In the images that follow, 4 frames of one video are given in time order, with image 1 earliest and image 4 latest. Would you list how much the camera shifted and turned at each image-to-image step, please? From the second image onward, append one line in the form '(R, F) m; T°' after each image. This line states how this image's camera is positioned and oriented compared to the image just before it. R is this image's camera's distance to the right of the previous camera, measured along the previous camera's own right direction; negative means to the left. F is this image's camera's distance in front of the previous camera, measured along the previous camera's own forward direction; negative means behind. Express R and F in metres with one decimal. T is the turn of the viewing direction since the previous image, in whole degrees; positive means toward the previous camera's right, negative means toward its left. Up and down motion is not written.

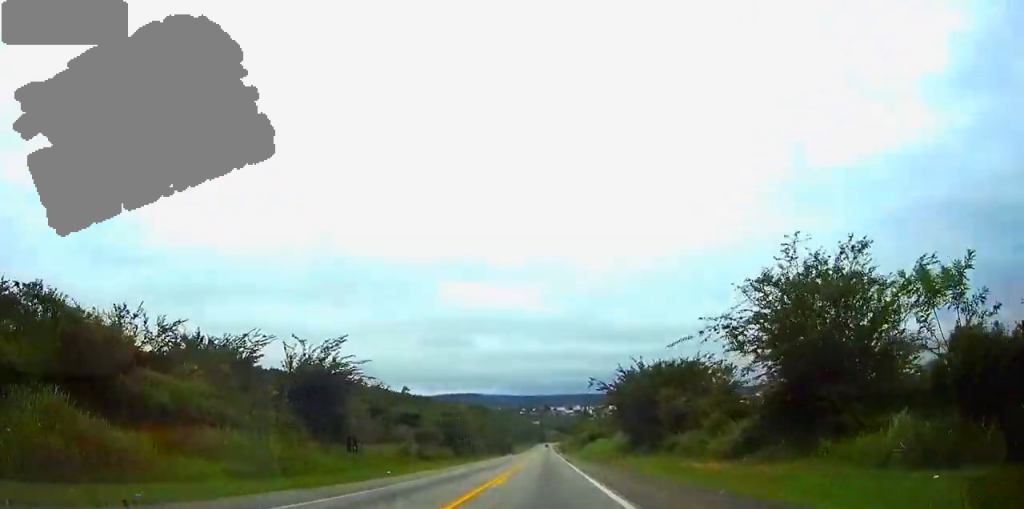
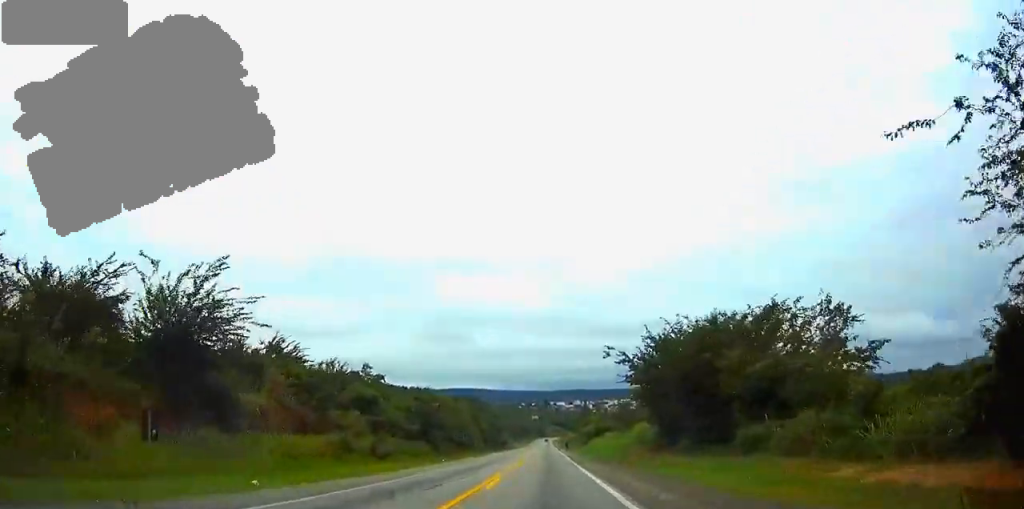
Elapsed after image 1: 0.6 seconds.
(0.0, +19.5) m; 0°
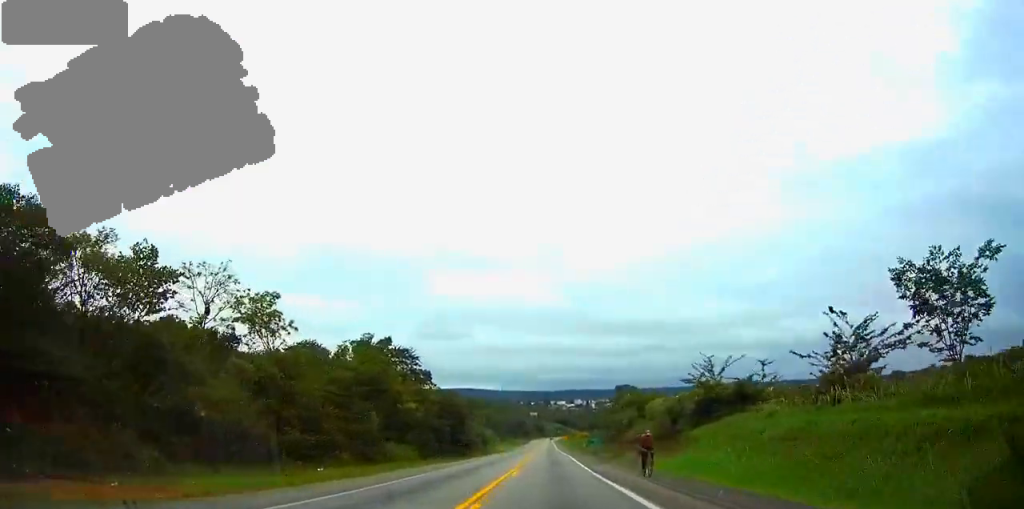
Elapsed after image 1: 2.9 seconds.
(0.0, +76.4) m; 0°
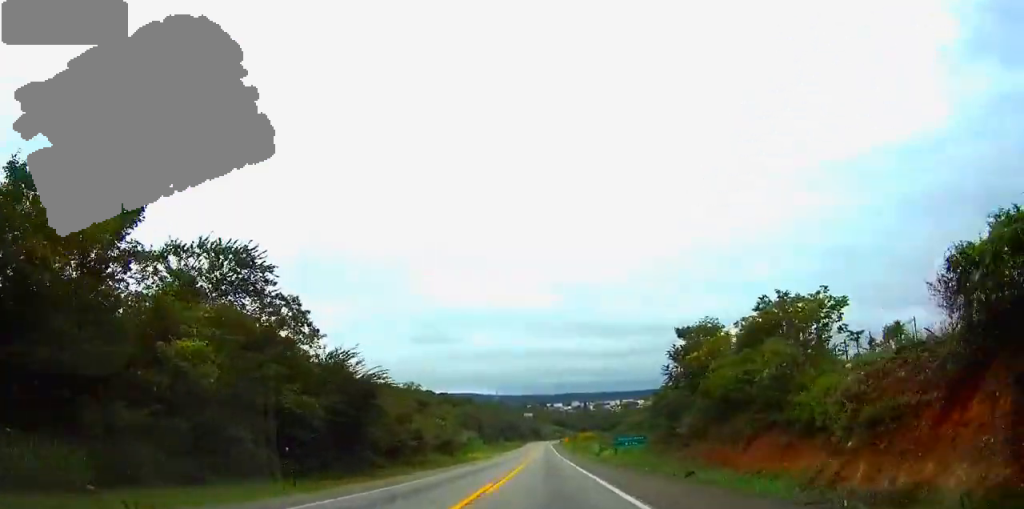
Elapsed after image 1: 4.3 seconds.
(+0.2, +46.1) m; 0°
